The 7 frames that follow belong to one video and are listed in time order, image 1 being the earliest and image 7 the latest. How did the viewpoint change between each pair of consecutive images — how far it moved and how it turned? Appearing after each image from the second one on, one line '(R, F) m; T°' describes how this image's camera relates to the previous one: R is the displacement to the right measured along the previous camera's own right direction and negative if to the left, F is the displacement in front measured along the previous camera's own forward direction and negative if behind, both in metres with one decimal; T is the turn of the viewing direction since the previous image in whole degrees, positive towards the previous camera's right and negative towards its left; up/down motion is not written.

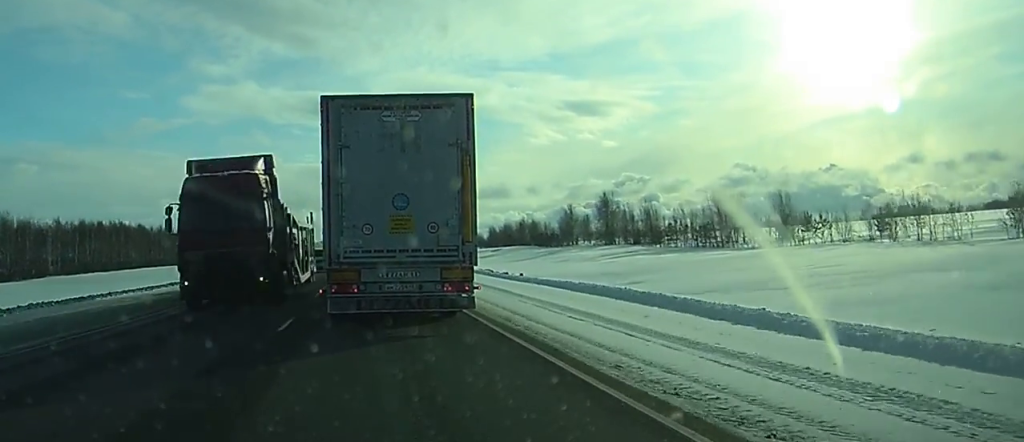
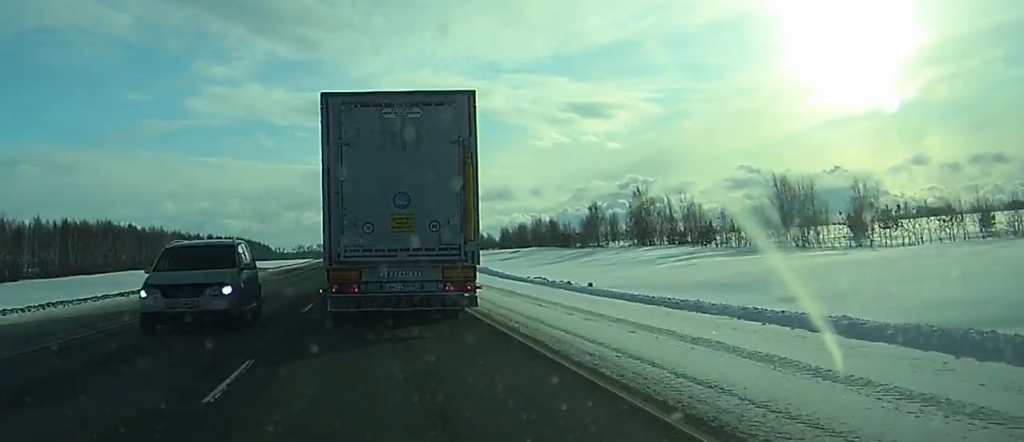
(0.0, +18.9) m; 0°
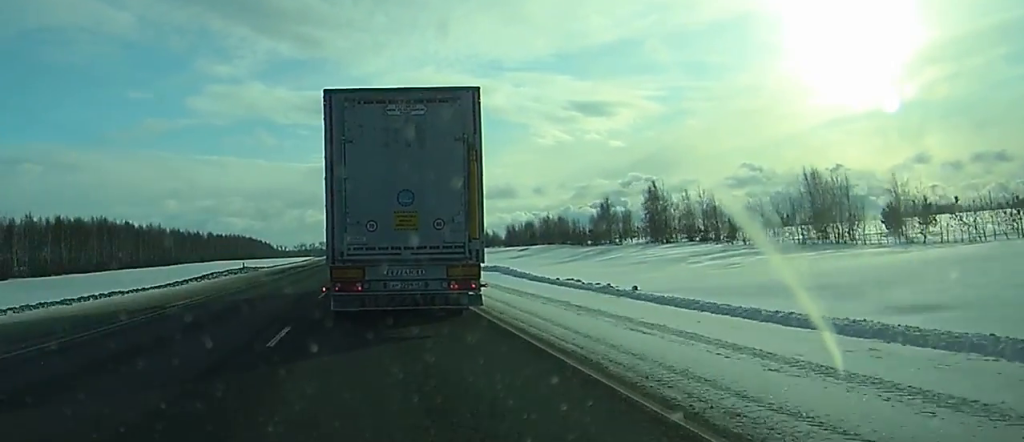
(0.0, +7.4) m; 0°
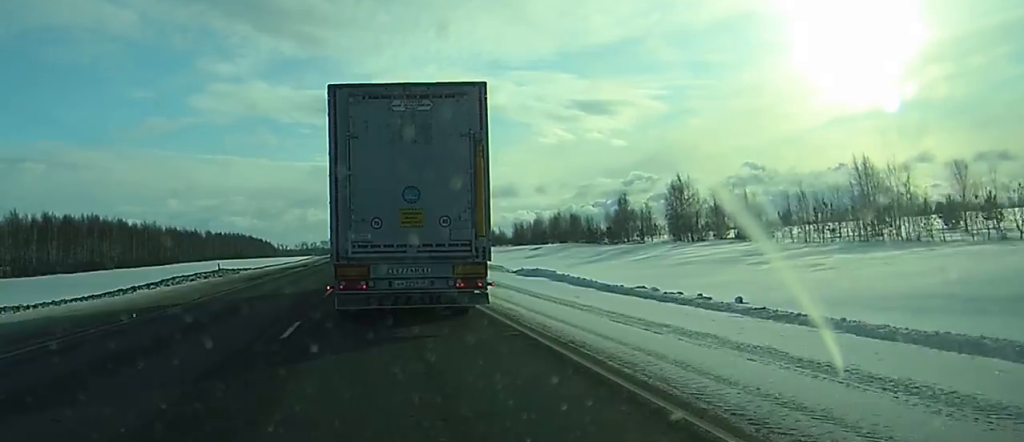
(0.0, +11.1) m; 0°
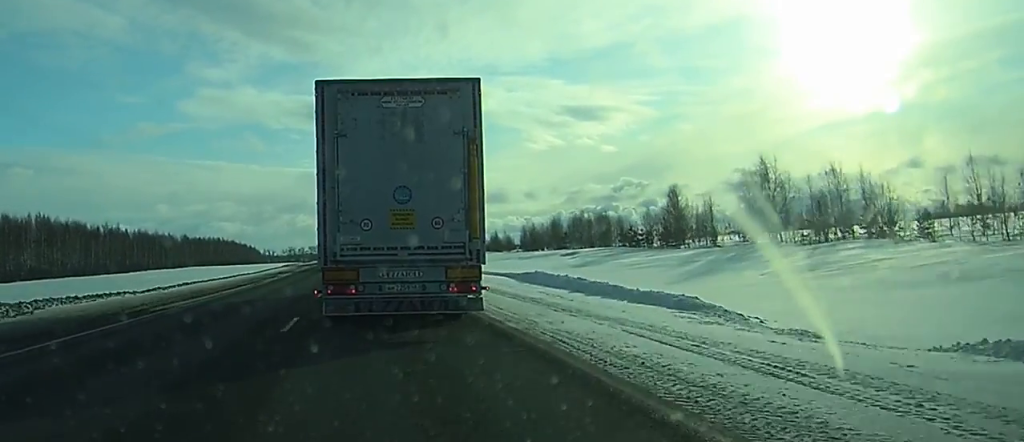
(0.0, +34.3) m; 0°
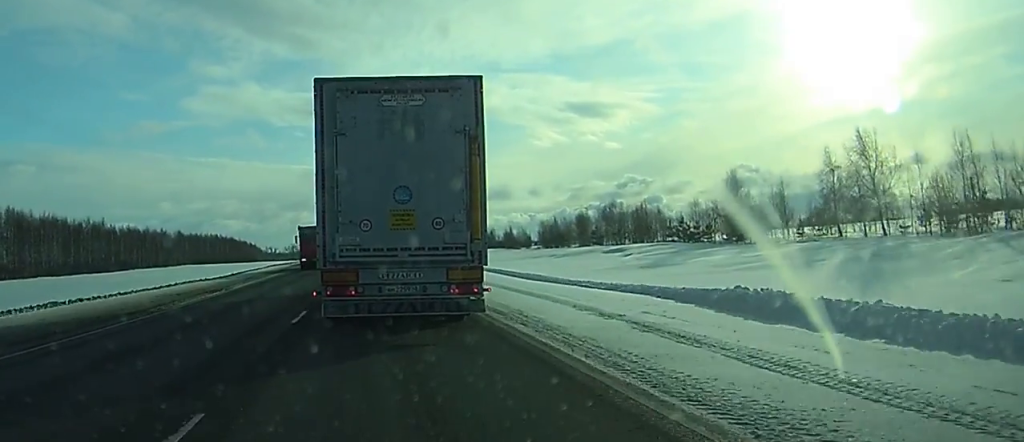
(0.0, +22.2) m; 0°
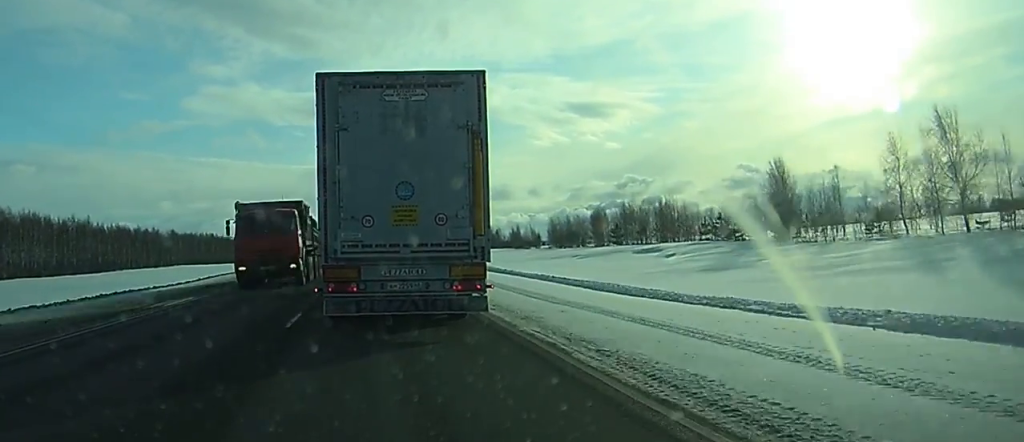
(0.0, +13.6) m; 0°
